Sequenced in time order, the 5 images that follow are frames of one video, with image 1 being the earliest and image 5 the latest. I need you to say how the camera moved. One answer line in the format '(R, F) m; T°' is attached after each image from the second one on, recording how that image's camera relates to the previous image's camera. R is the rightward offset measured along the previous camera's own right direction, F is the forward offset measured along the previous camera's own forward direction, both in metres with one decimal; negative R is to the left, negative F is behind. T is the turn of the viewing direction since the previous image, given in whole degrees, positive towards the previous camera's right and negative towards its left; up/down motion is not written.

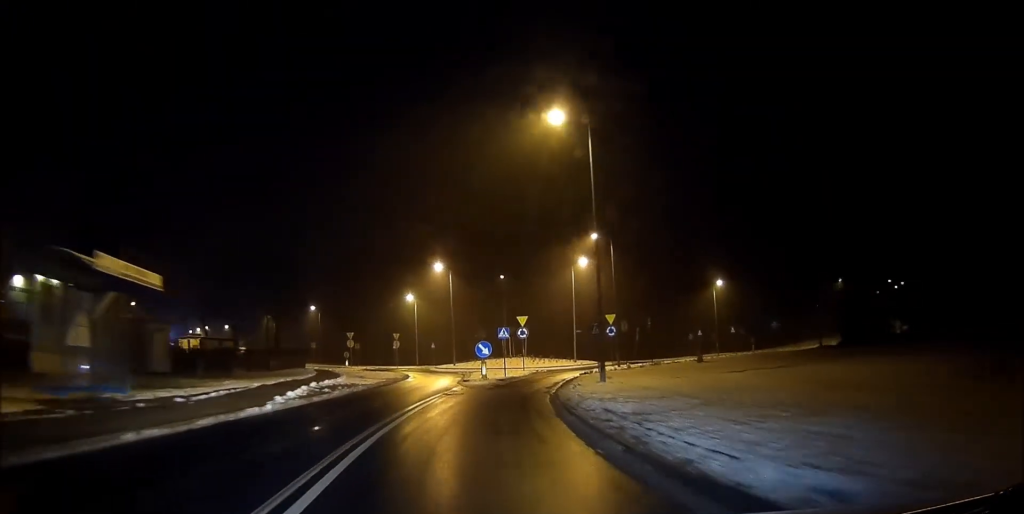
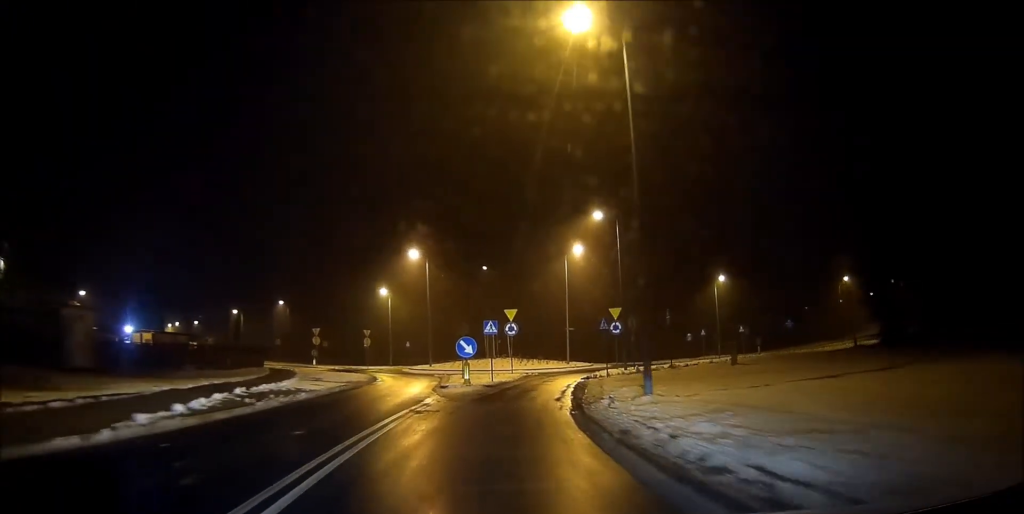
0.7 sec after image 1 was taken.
(0.0, +7.5) m; +1°
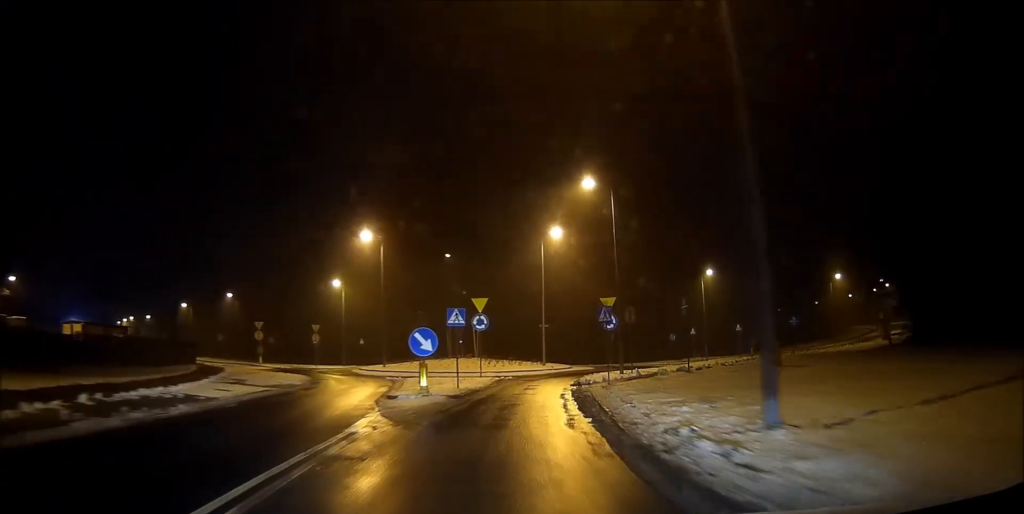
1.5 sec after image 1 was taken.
(0.0, +7.7) m; +3°
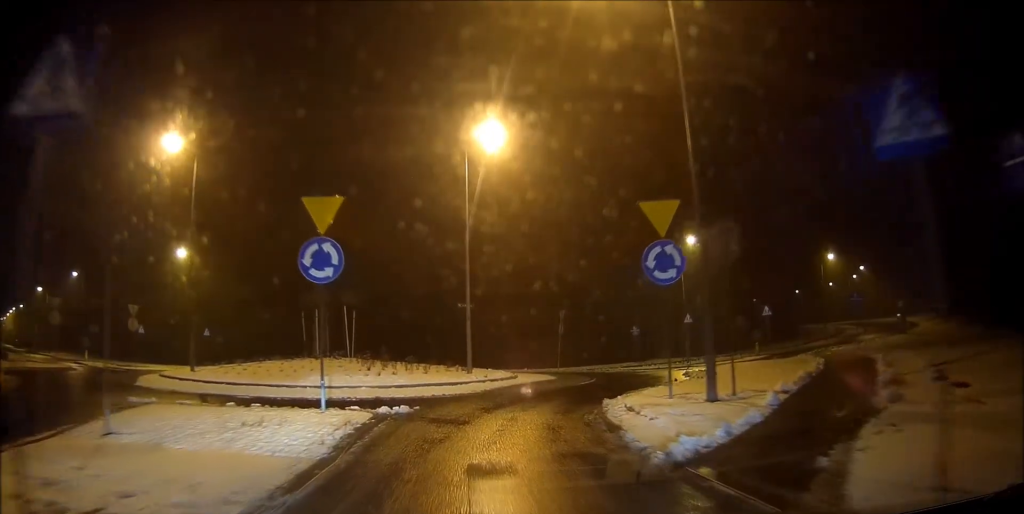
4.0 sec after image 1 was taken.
(+1.9, +20.6) m; +8°
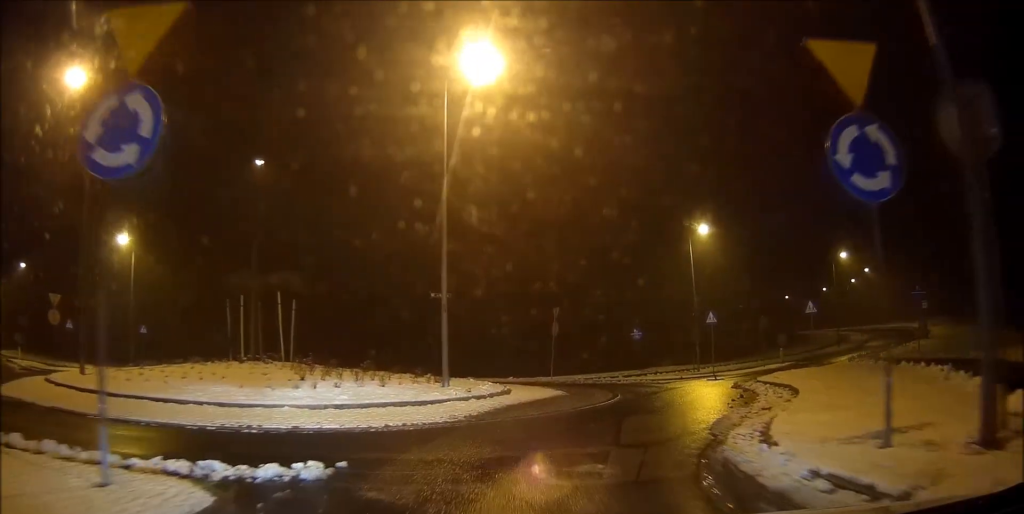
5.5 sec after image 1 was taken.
(+0.2, +8.4) m; +9°
